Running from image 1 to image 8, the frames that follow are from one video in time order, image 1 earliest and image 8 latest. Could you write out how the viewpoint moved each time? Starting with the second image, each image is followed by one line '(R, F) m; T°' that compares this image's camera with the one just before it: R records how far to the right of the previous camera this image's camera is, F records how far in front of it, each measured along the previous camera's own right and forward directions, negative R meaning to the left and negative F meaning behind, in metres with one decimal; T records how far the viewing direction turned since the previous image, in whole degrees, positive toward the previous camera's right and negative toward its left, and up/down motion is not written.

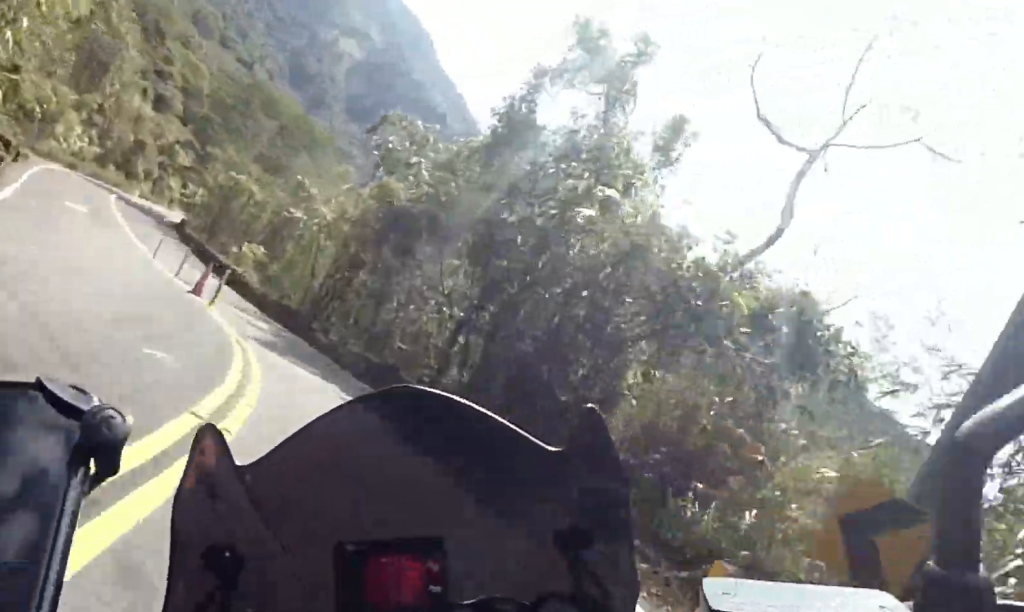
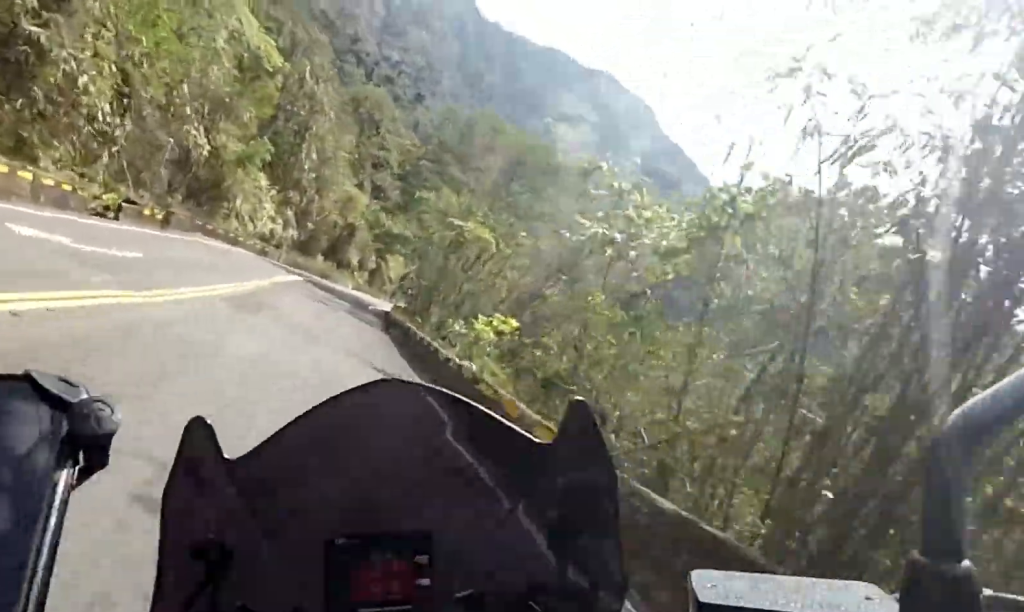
(-2.4, +24.1) m; -14°
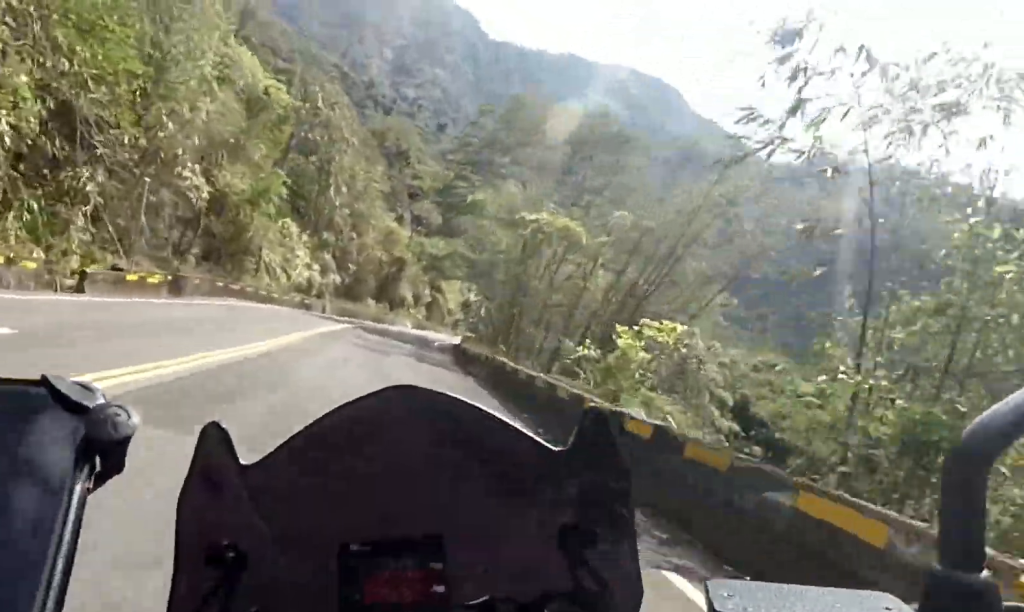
(-0.9, +8.0) m; -5°
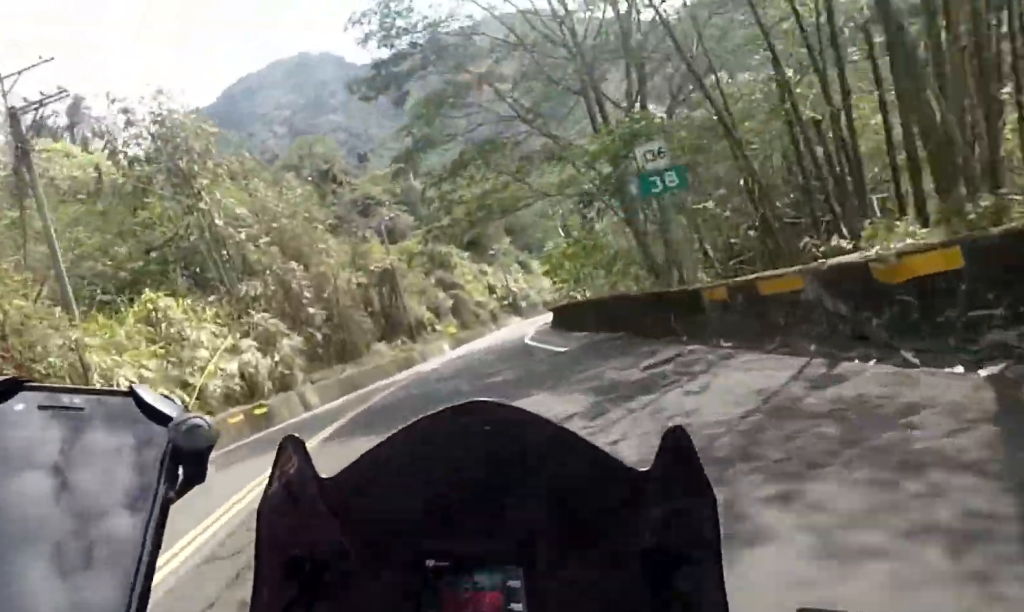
(-0.8, +23.4) m; +3°
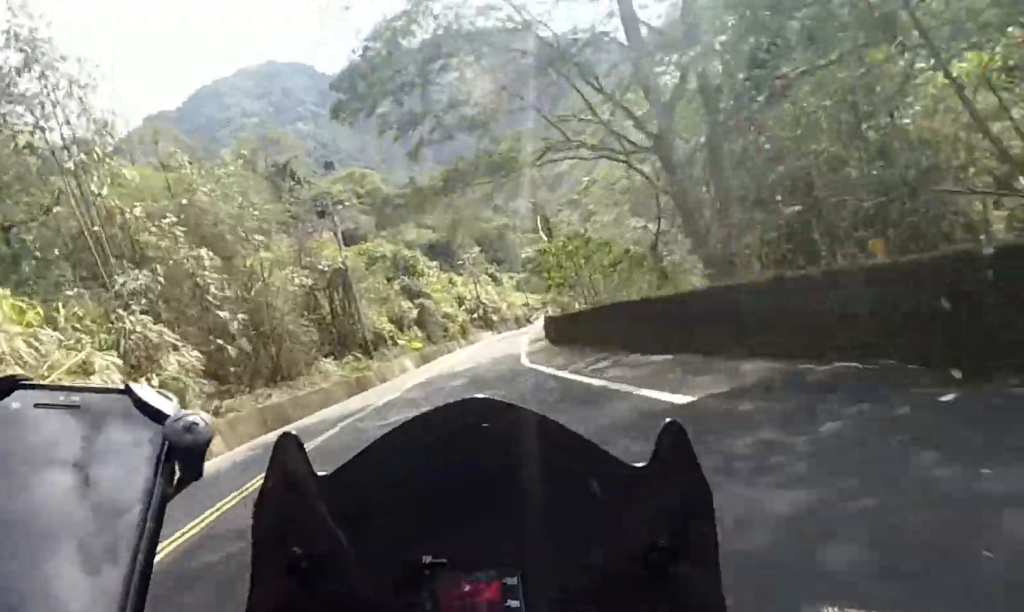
(+0.7, +8.5) m; +1°
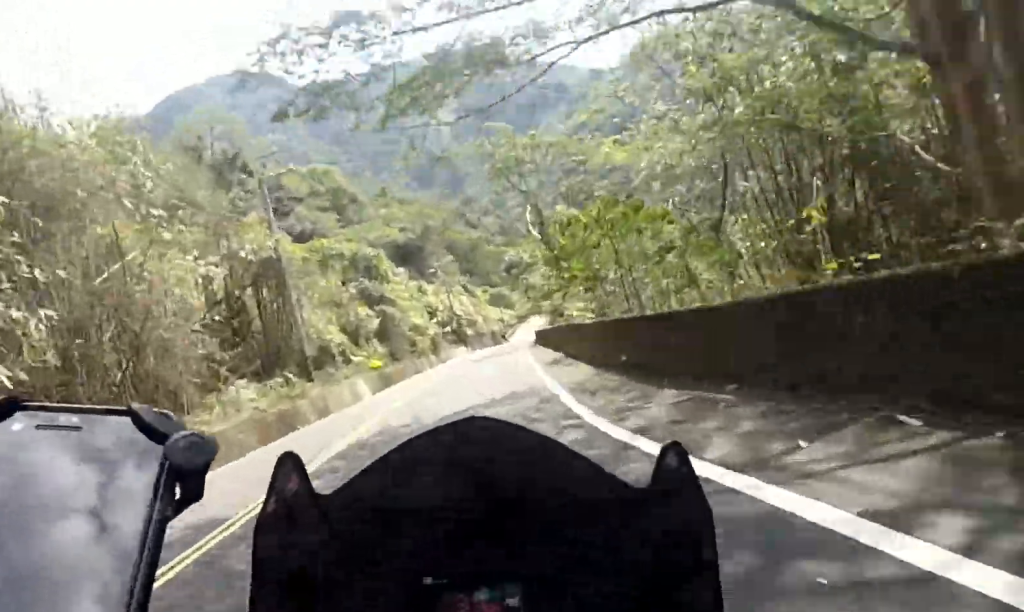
(+0.7, +10.3) m; +1°
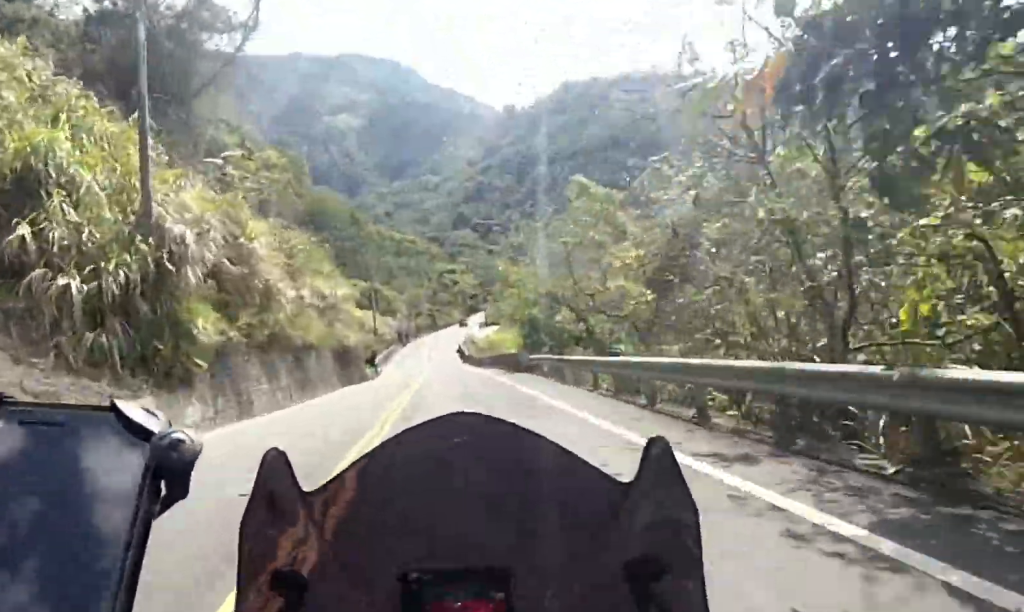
(+2.7, +61.3) m; +4°
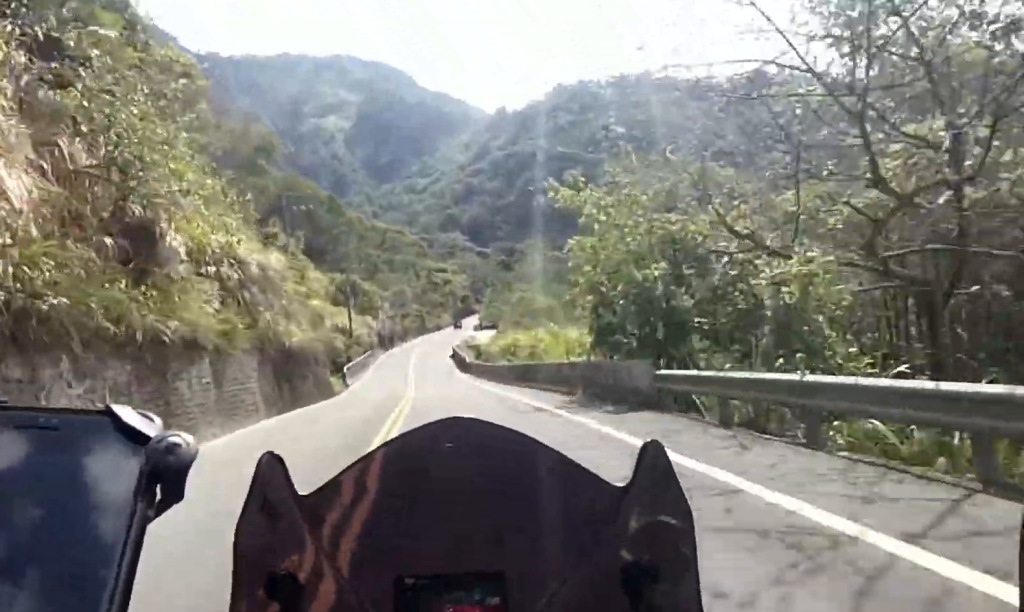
(-0.7, +15.6) m; 0°
